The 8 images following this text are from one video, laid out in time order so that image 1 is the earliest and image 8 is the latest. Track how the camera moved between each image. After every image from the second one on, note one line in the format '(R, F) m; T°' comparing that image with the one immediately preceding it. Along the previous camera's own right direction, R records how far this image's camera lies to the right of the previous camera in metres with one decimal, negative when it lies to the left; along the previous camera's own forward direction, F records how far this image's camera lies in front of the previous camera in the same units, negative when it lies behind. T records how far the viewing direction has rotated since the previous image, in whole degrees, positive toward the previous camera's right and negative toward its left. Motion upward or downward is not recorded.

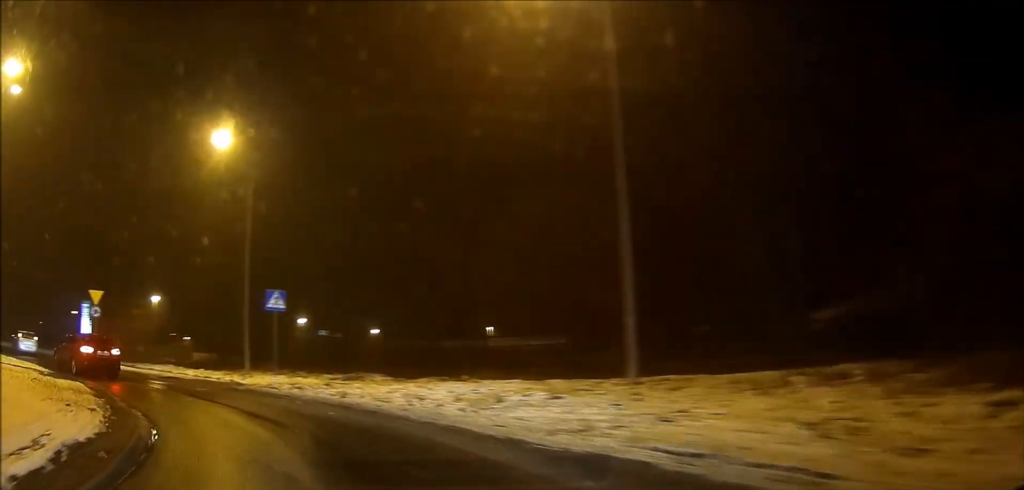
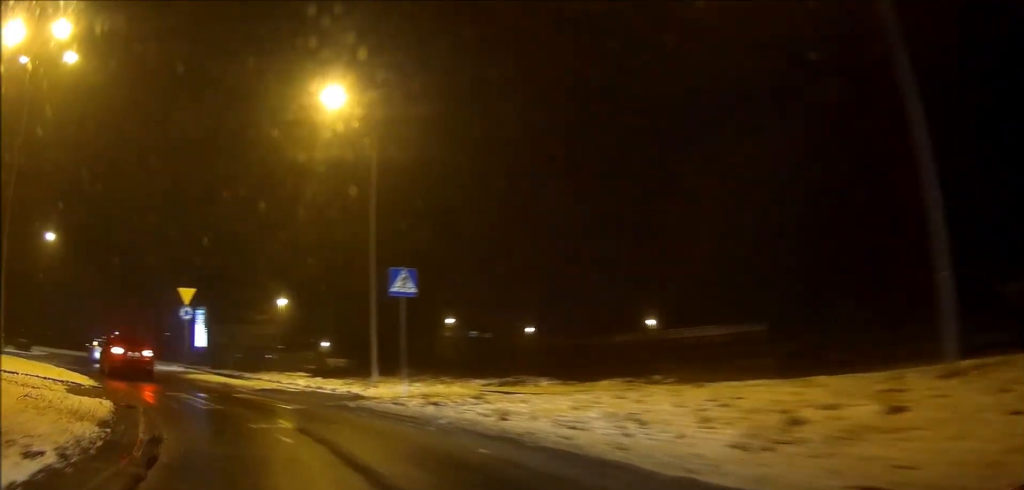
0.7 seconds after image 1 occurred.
(0.0, +5.0) m; 0°
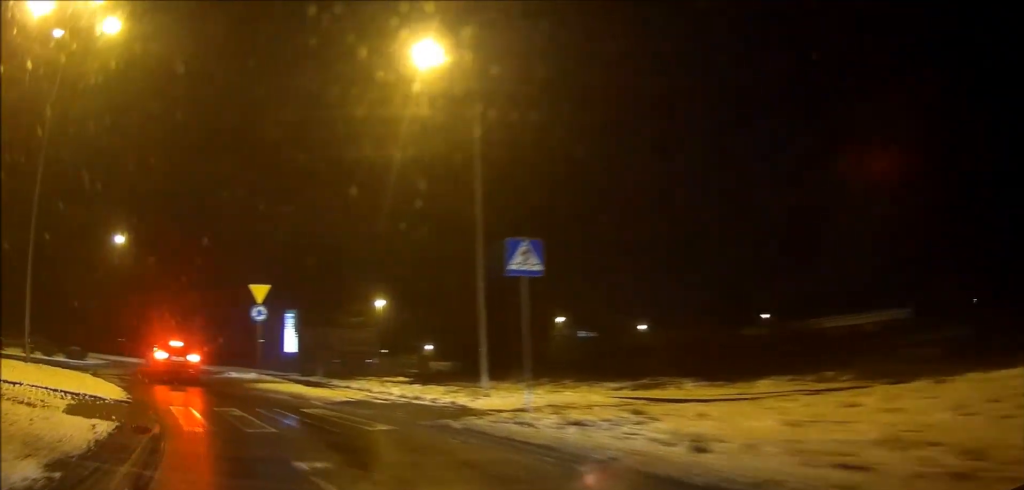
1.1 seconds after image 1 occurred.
(0.0, +3.4) m; -1°
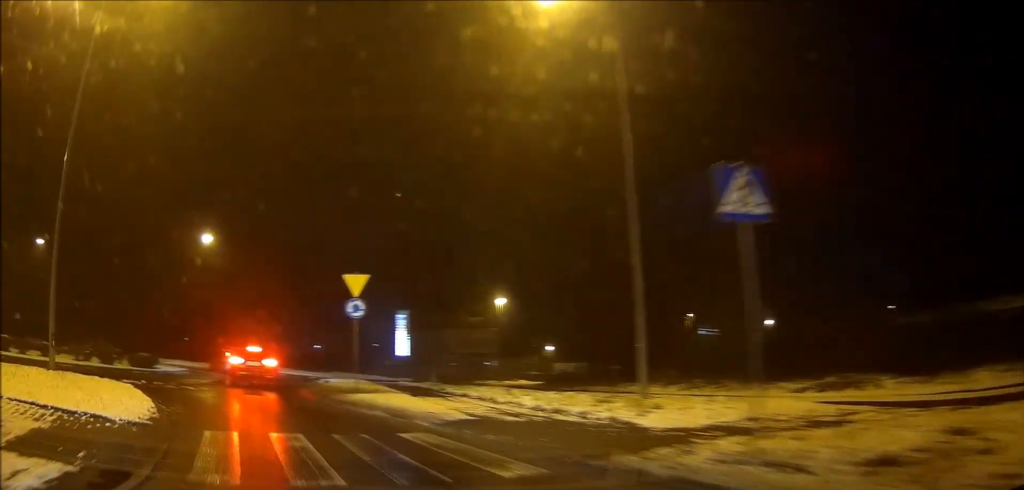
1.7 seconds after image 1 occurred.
(0.0, +3.8) m; -3°
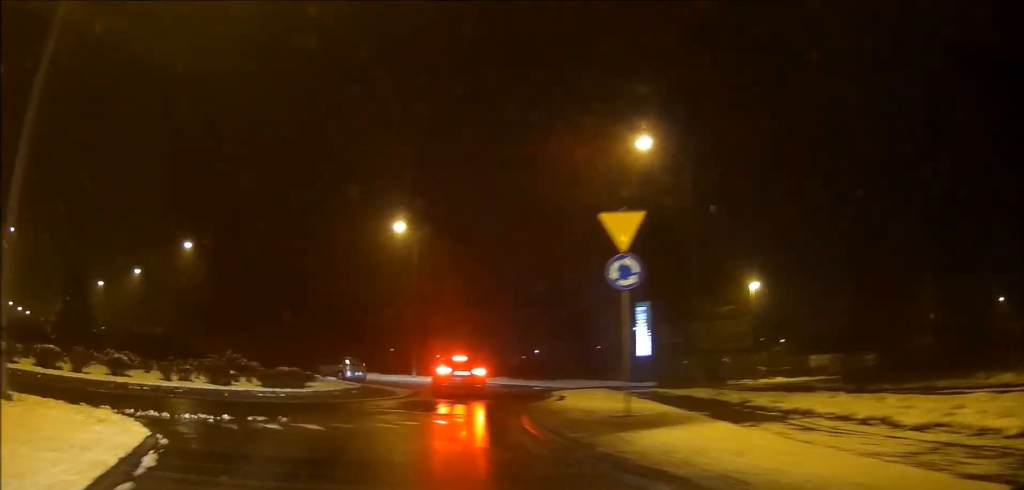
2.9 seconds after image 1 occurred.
(-1.6, +7.5) m; -38°
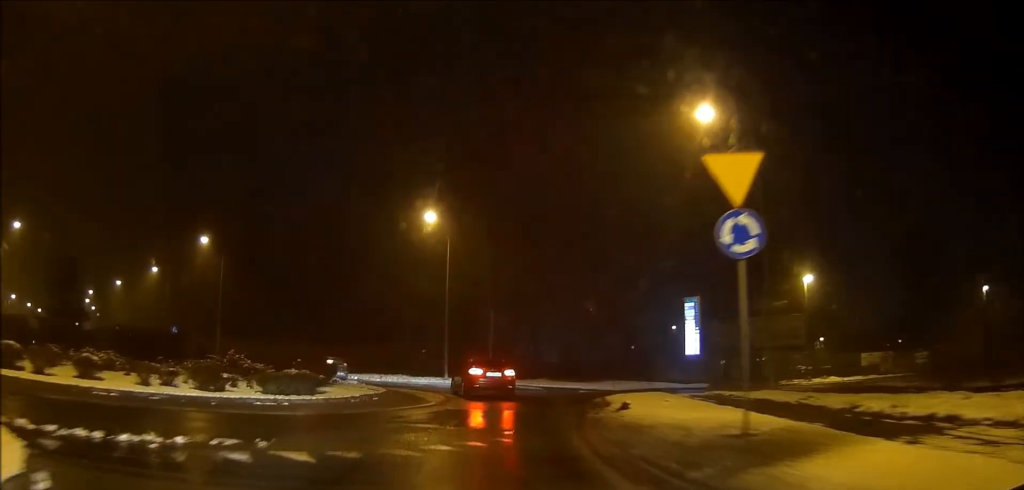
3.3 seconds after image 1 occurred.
(-1.3, +3.2) m; -13°
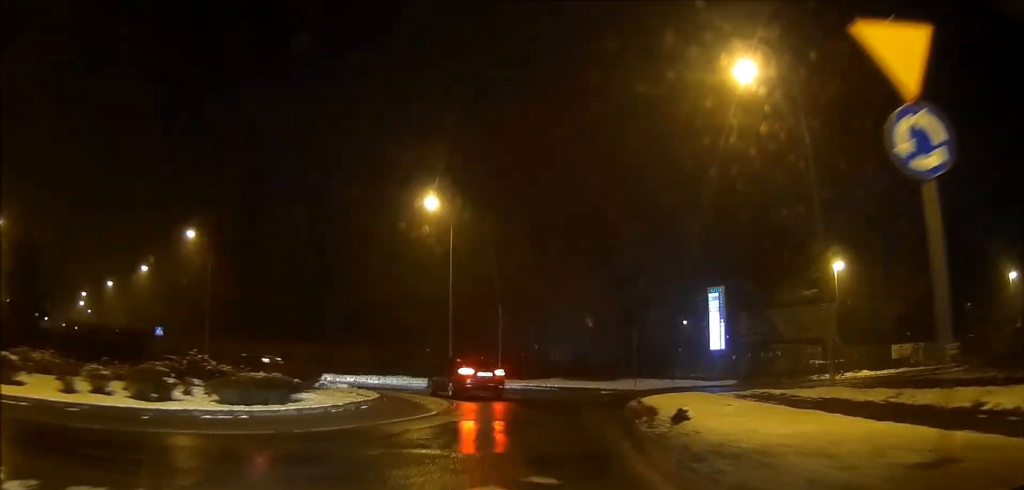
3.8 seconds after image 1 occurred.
(-0.5, +3.7) m; -8°
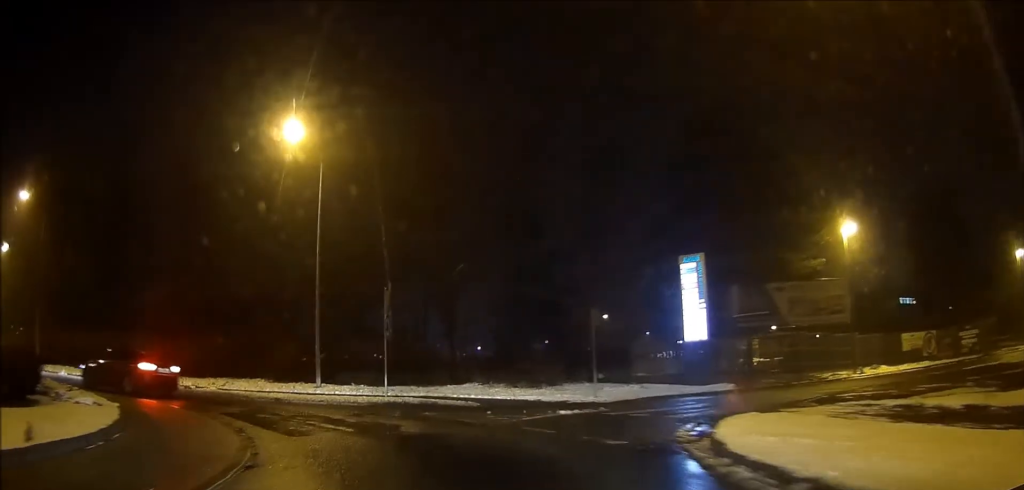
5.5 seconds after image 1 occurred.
(0.0, +12.2) m; 0°
